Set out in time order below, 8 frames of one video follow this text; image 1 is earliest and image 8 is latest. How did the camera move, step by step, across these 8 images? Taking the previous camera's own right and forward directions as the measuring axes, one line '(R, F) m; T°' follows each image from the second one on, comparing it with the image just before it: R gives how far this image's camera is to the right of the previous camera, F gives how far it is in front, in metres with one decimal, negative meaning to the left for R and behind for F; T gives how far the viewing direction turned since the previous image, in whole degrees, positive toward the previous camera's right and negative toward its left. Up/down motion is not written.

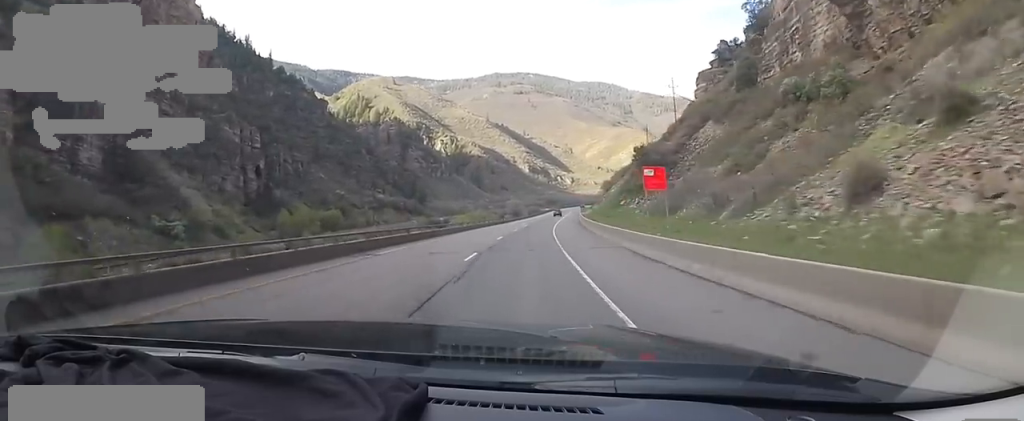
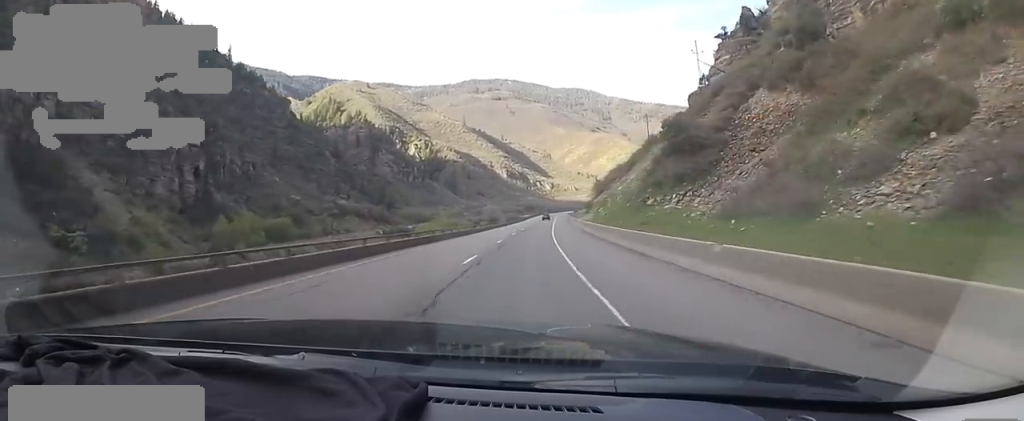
(+1.6, +24.2) m; +3°
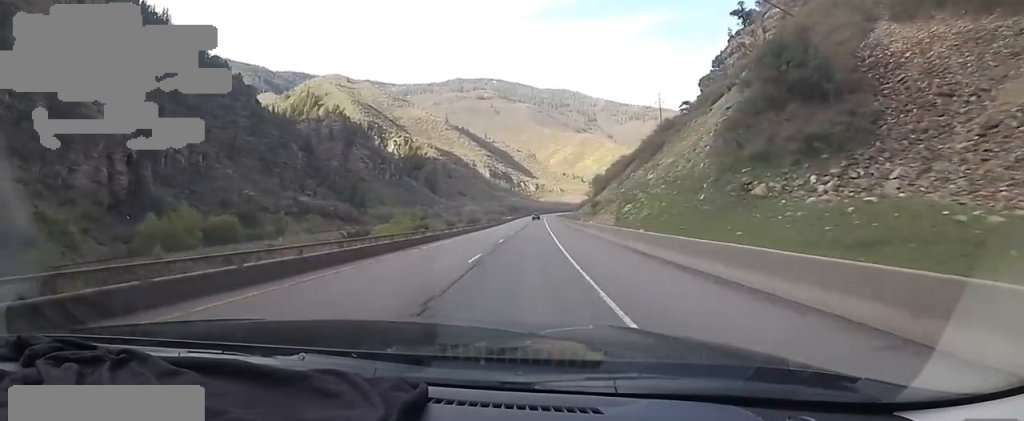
(-0.1, +23.1) m; 0°
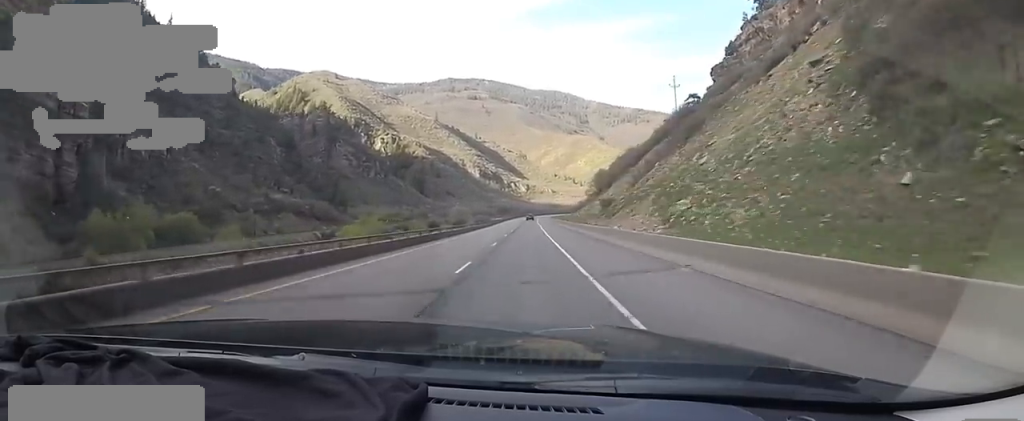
(+0.1, +14.9) m; 0°
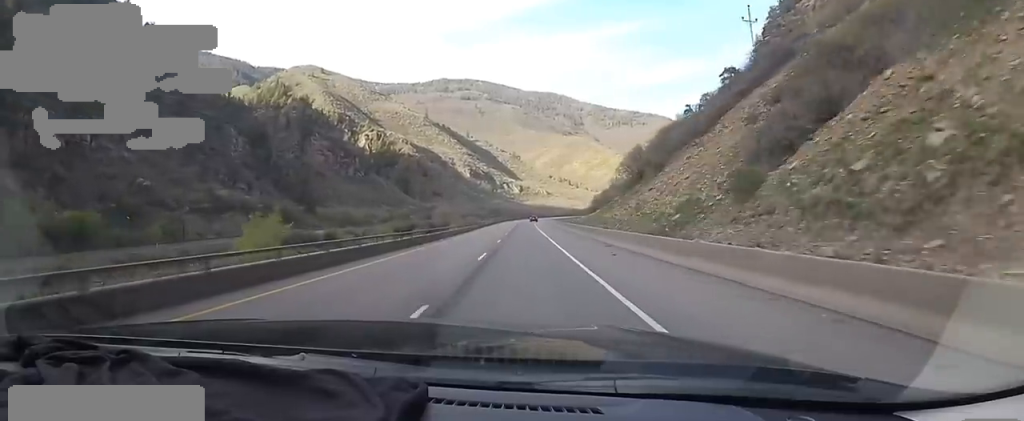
(+0.1, +31.5) m; +2°
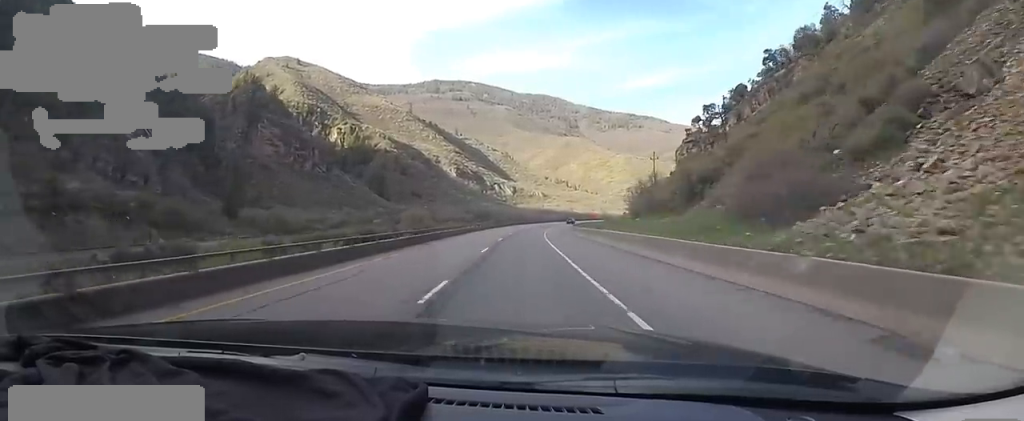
(+0.4, +57.5) m; +1°
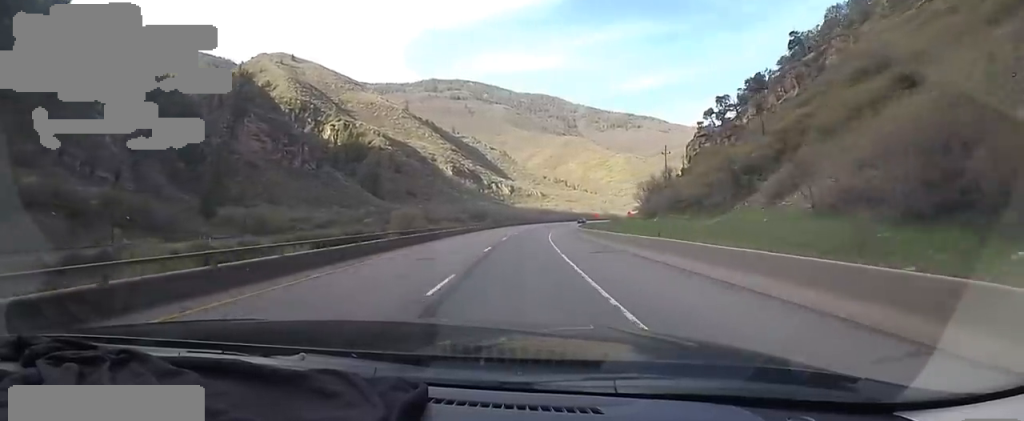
(+0.3, +11.4) m; +2°
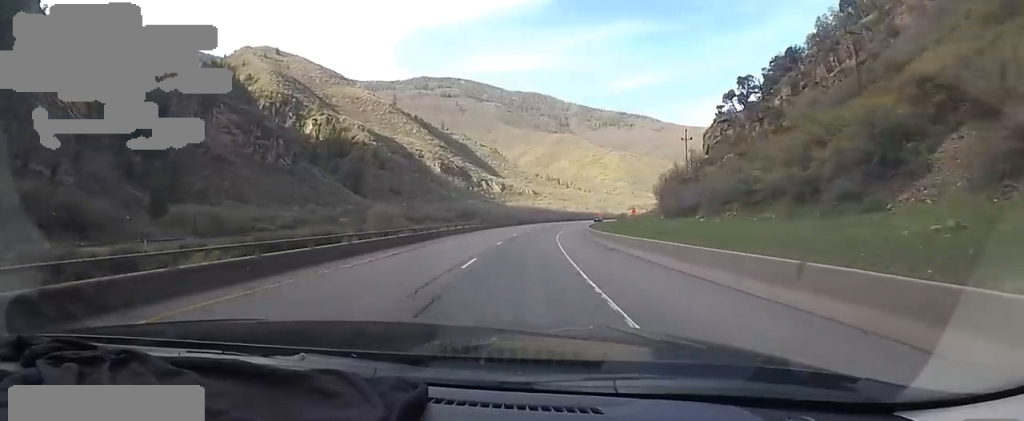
(+0.6, +19.4) m; +2°
